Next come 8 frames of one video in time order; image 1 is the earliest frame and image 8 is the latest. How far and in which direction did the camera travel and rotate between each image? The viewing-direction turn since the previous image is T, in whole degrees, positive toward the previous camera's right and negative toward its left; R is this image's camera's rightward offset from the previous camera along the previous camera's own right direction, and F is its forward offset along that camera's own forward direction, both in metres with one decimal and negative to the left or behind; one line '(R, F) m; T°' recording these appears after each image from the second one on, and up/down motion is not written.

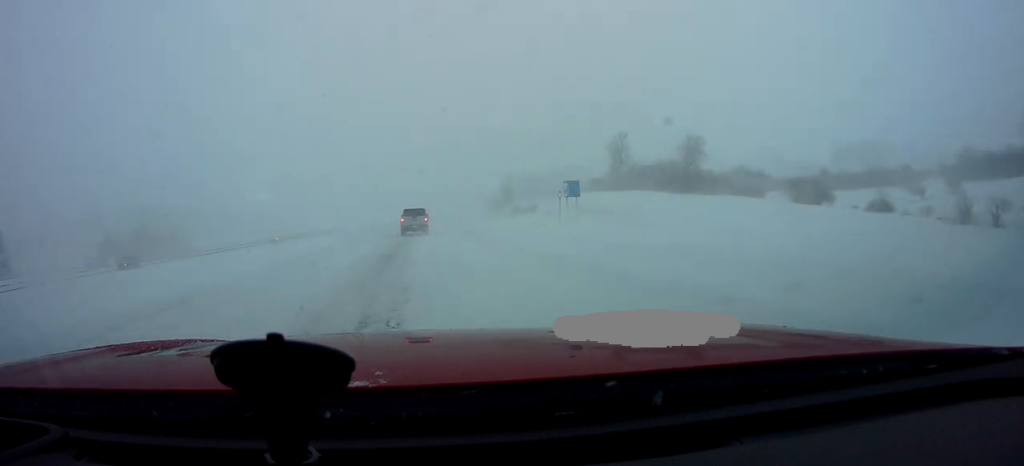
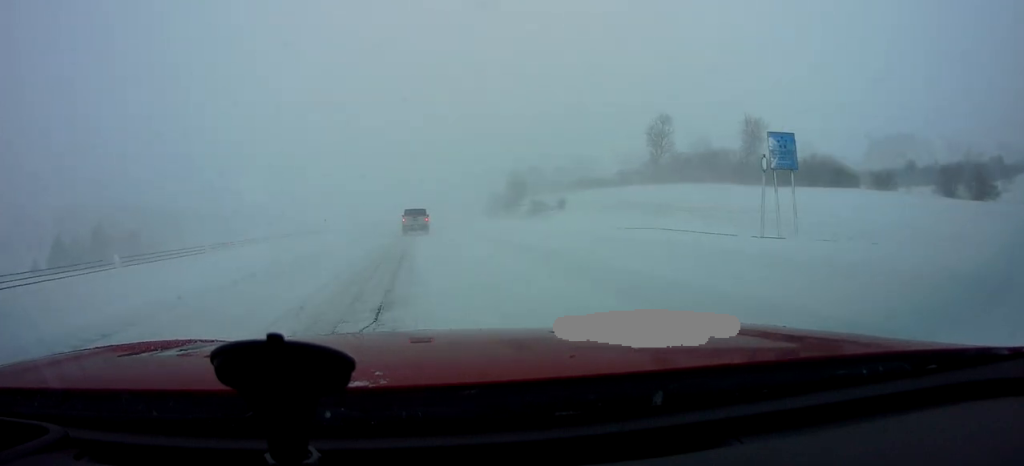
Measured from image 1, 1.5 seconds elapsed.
(0.0, +19.5) m; +3°
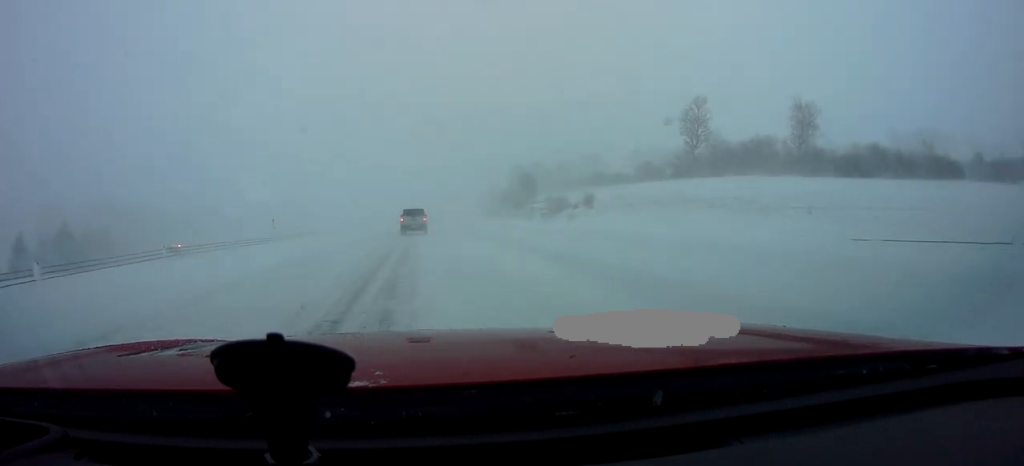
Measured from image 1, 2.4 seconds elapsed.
(+0.5, +12.3) m; 0°
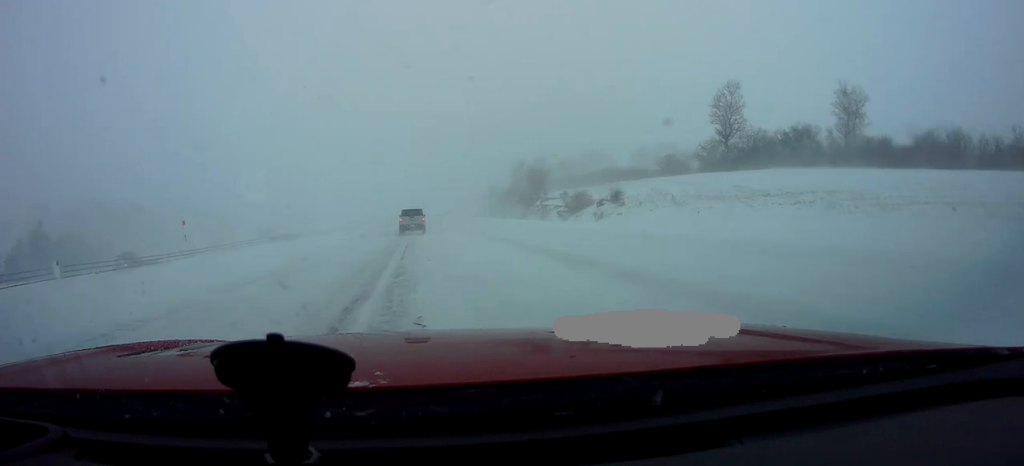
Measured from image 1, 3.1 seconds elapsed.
(-0.2, +8.8) m; -1°
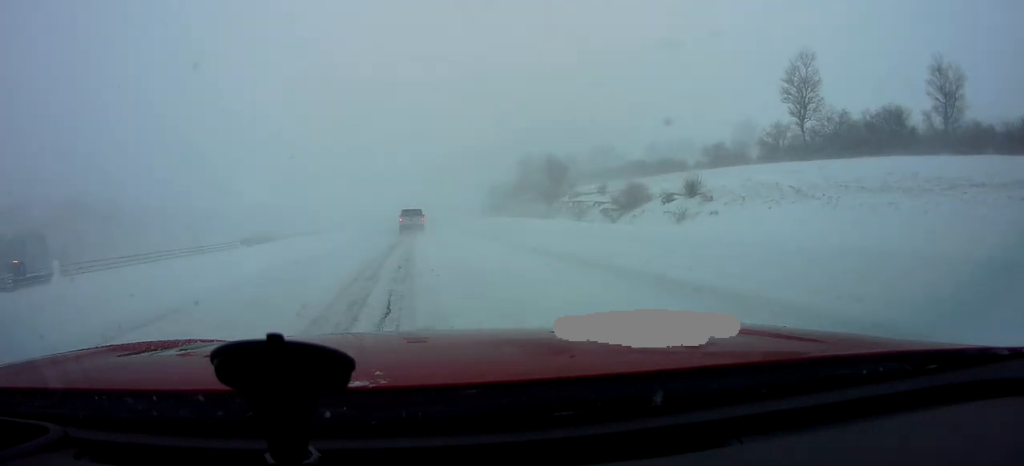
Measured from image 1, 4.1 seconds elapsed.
(-0.4, +14.3) m; -1°
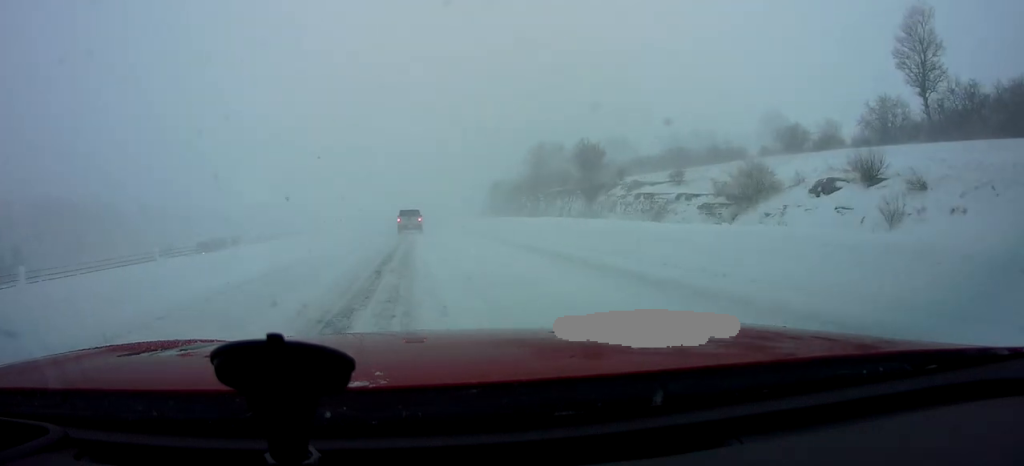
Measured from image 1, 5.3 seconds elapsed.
(+0.1, +15.7) m; +2°
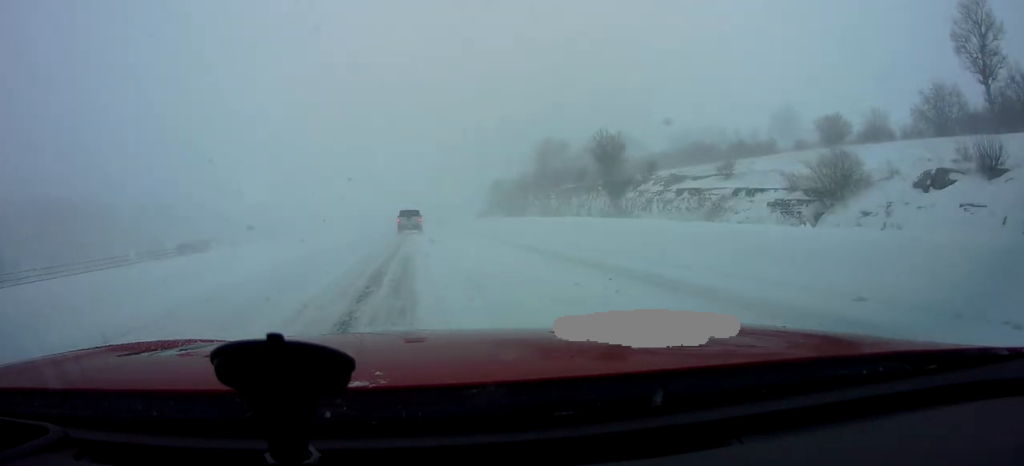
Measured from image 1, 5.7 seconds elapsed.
(0.0, +6.1) m; +1°
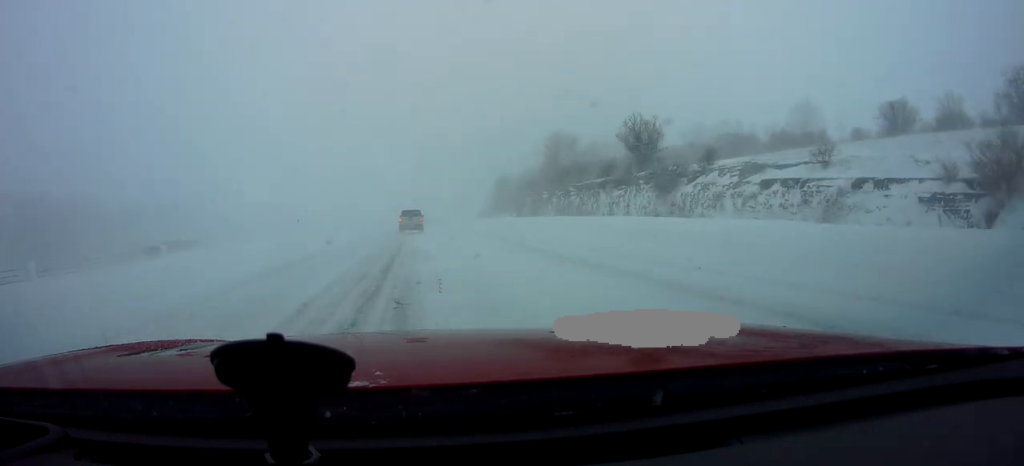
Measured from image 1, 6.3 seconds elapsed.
(+0.3, +8.0) m; 0°
